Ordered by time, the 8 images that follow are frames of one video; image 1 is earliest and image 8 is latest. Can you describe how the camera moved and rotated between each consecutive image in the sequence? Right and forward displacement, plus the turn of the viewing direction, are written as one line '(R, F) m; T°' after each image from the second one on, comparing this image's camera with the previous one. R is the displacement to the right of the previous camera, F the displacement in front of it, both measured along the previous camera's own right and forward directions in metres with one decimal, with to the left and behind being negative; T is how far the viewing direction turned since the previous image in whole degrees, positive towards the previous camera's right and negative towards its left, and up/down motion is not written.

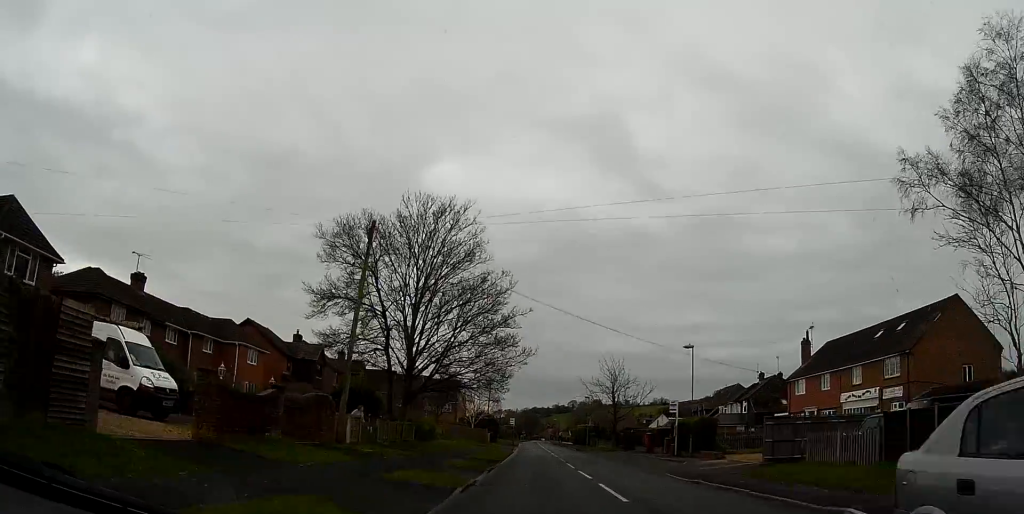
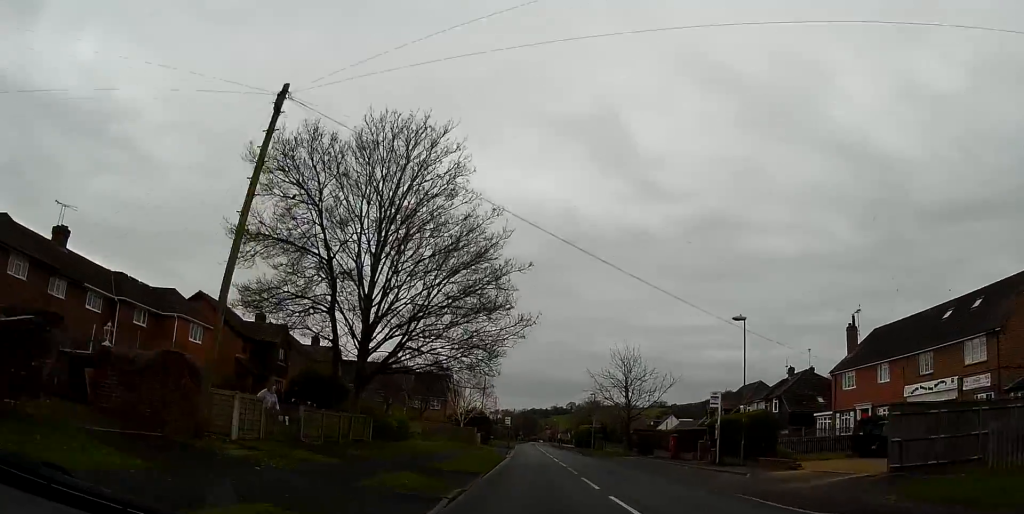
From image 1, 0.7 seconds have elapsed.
(-0.1, +9.2) m; 0°
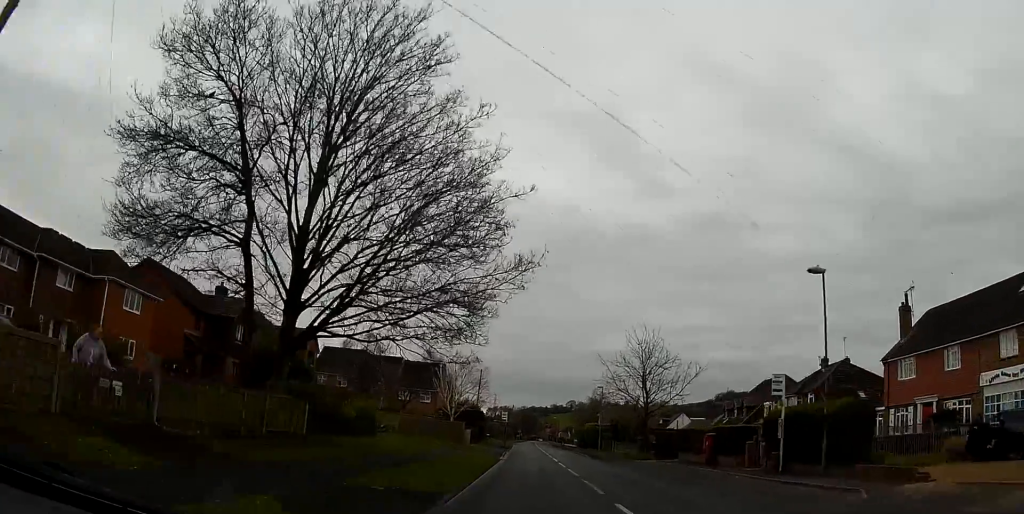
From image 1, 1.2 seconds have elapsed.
(0.0, +7.8) m; +1°
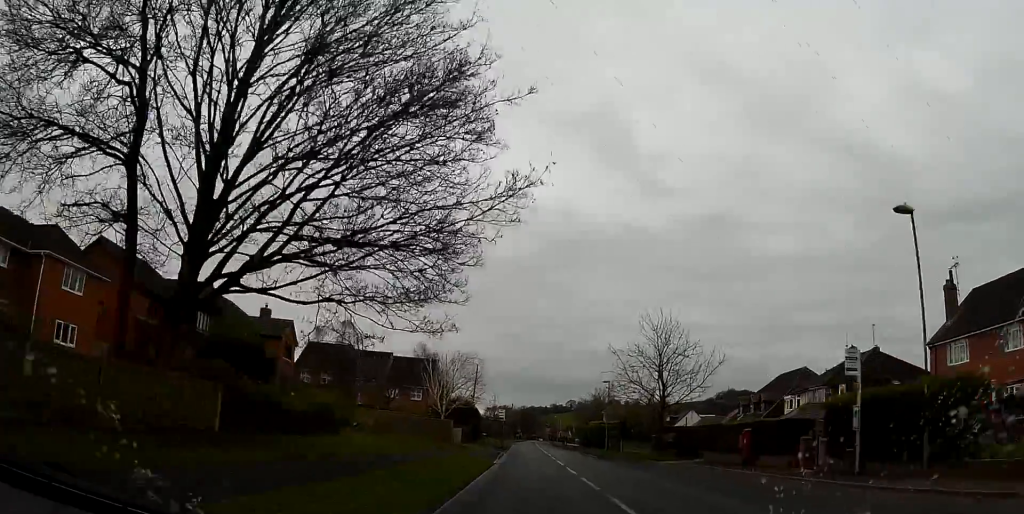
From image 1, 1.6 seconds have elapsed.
(0.0, +5.5) m; 0°
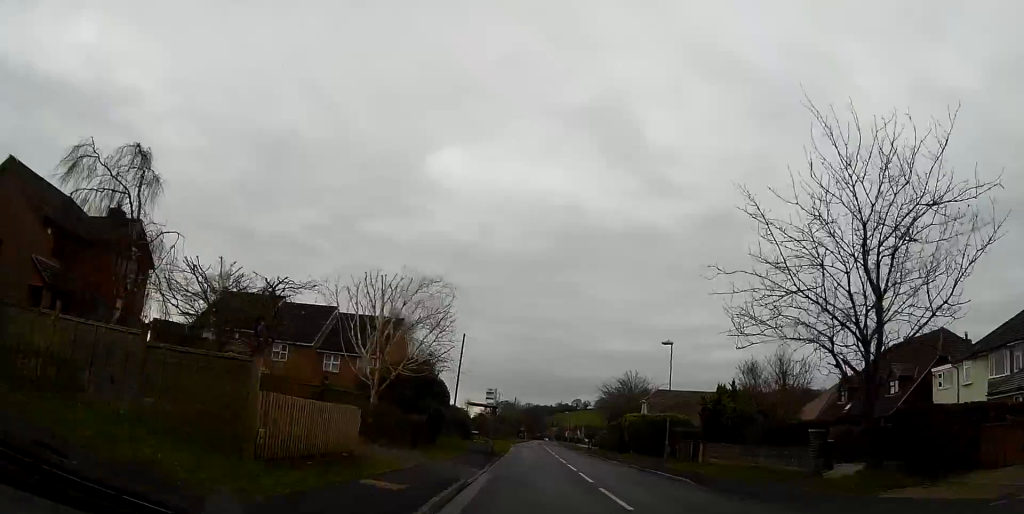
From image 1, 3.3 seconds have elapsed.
(0.0, +22.9) m; 0°
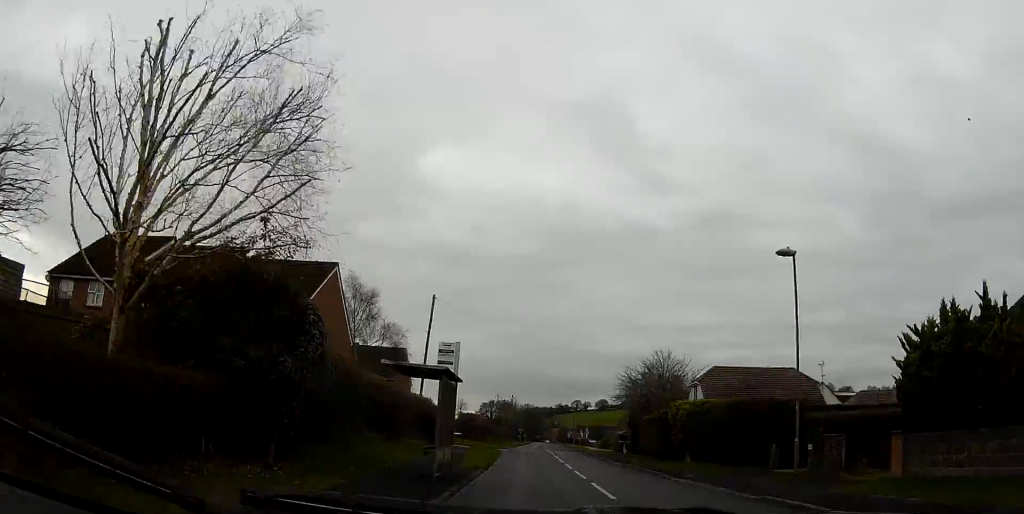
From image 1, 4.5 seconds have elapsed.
(+0.1, +16.6) m; 0°
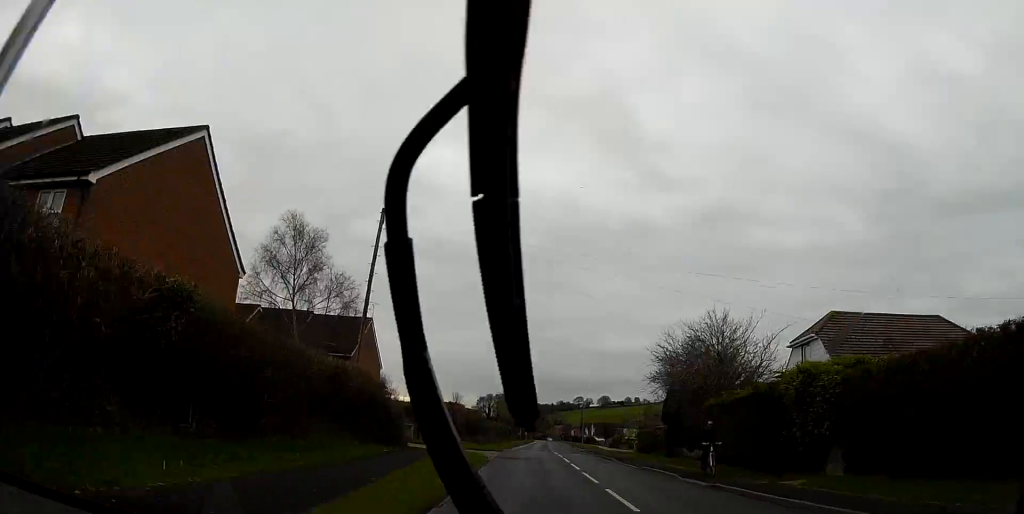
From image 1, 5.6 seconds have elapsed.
(-0.1, +14.8) m; 0°
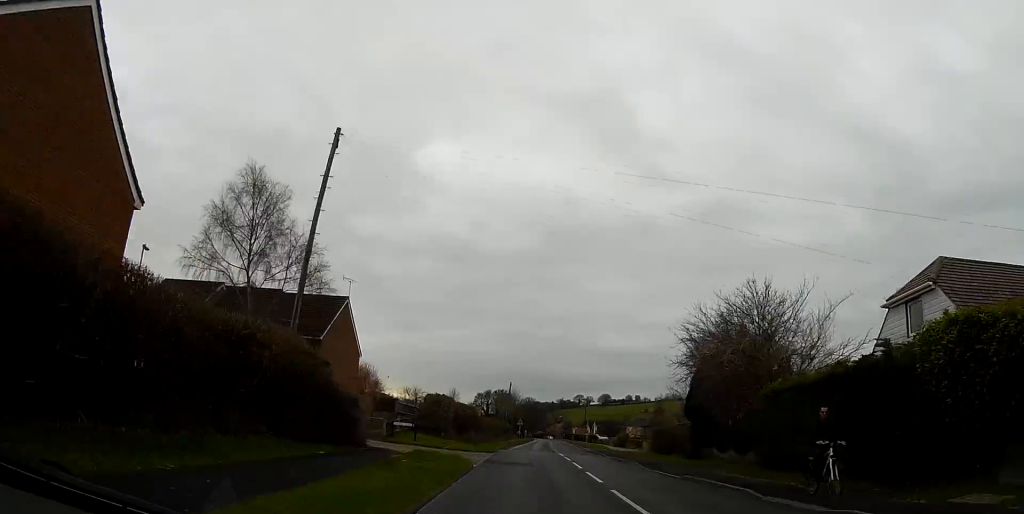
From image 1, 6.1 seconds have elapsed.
(0.0, +6.9) m; 0°
